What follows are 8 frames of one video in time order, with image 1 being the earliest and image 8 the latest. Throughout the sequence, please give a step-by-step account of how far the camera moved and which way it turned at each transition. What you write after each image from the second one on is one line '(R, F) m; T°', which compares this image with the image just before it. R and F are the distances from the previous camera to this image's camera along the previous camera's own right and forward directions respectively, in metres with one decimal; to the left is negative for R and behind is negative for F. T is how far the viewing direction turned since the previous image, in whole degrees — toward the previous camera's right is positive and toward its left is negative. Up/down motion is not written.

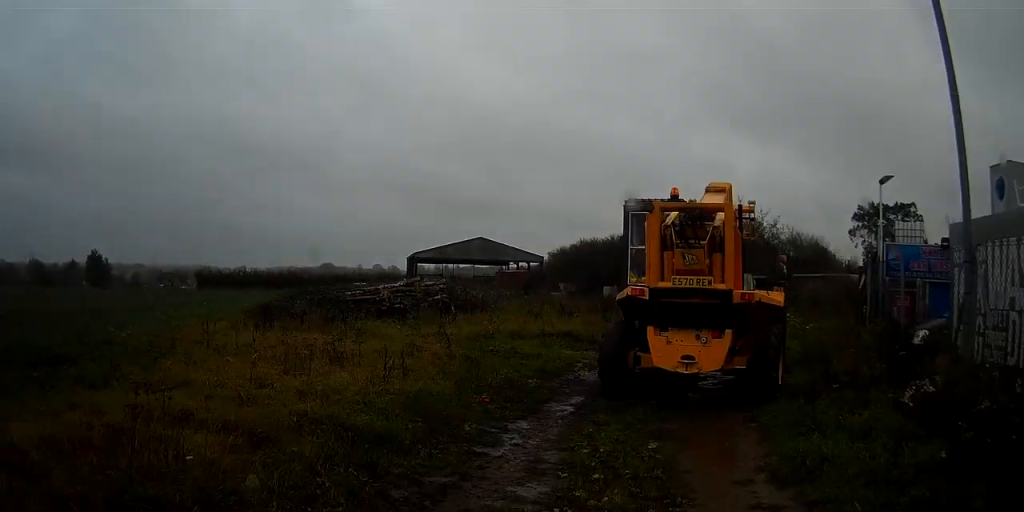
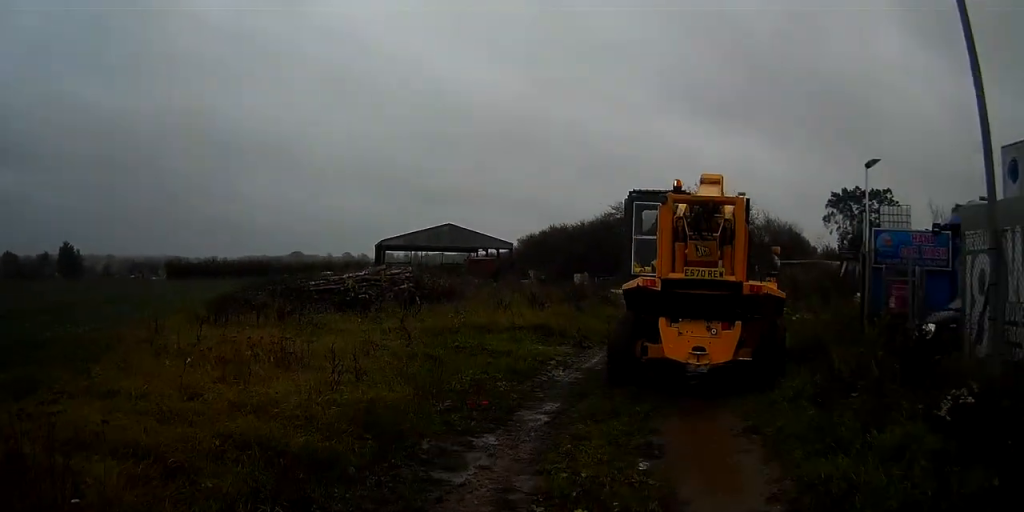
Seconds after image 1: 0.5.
(+0.1, +0.9) m; +3°
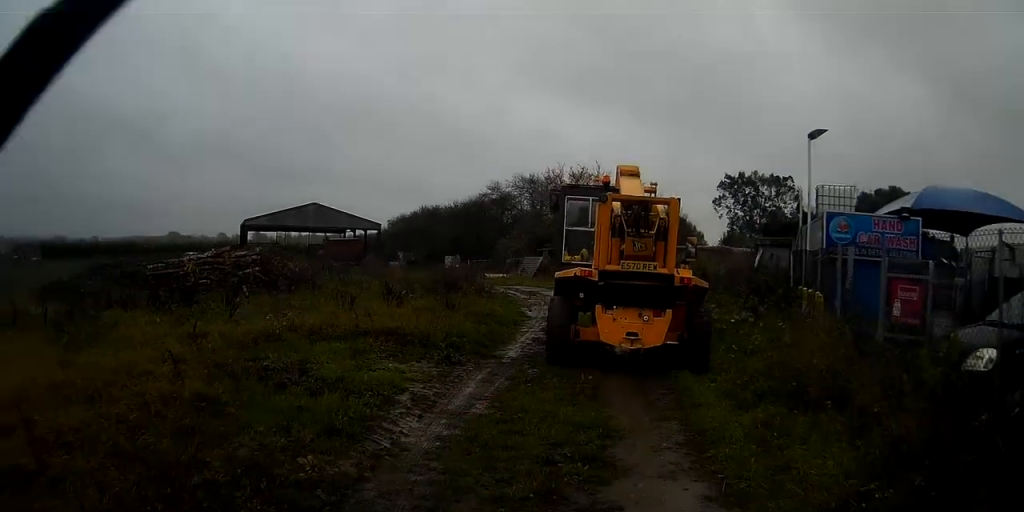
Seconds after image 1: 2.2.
(+0.3, +3.9) m; +15°
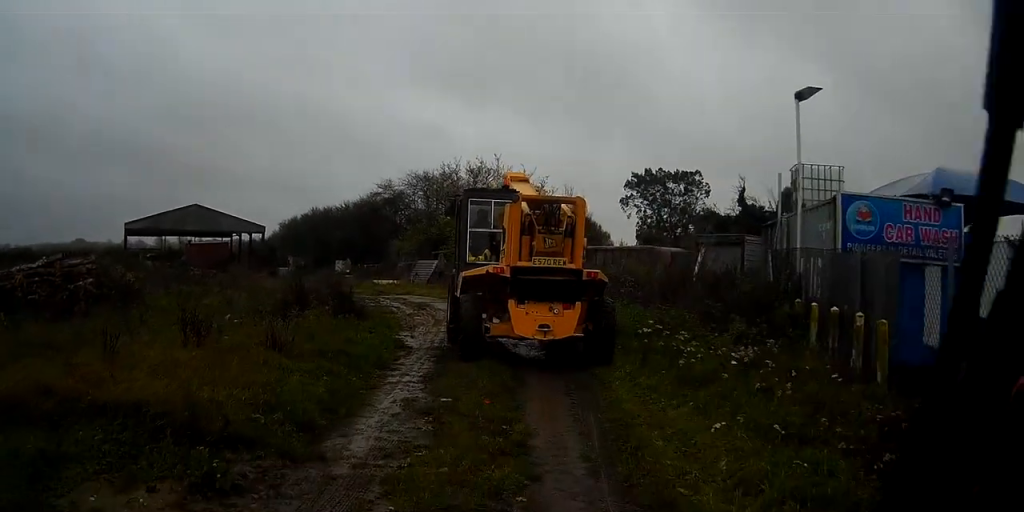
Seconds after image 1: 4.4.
(+0.2, +5.1) m; -3°
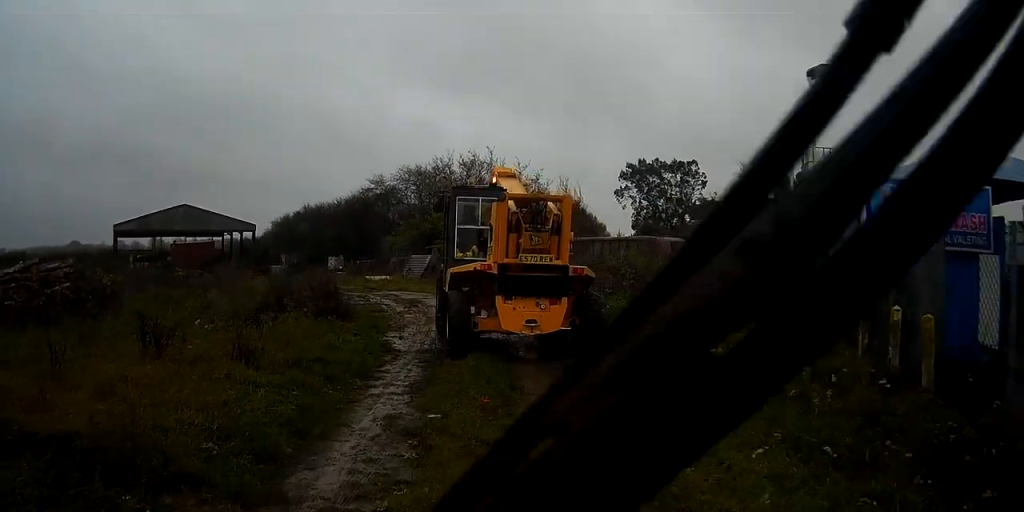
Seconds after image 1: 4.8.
(0.0, +1.0) m; +1°
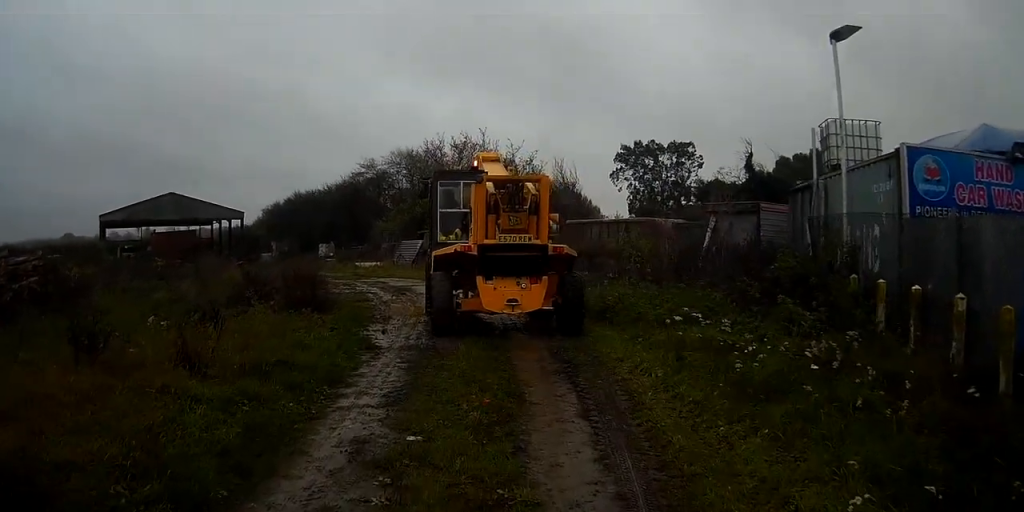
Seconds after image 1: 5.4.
(-0.1, +1.3) m; +2°
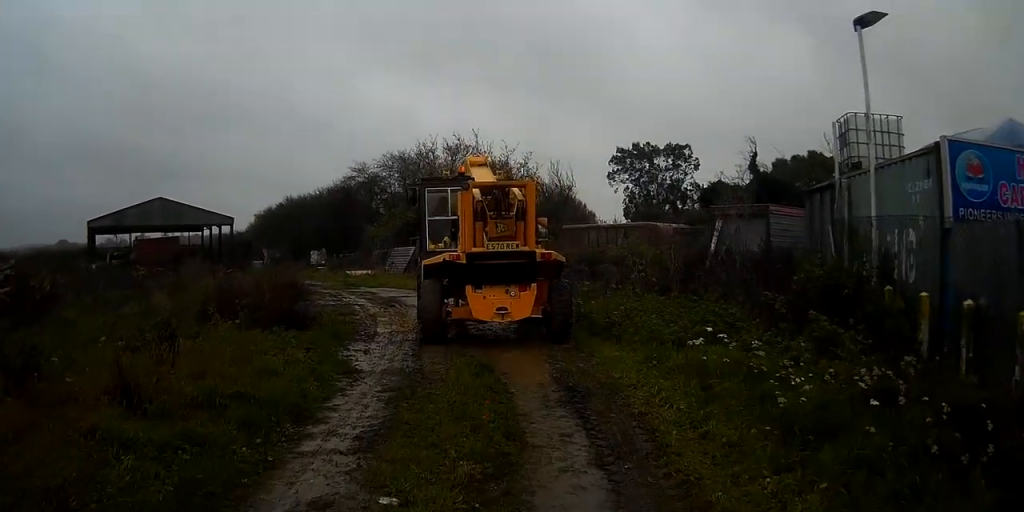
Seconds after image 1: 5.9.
(+0.1, +1.2) m; +3°
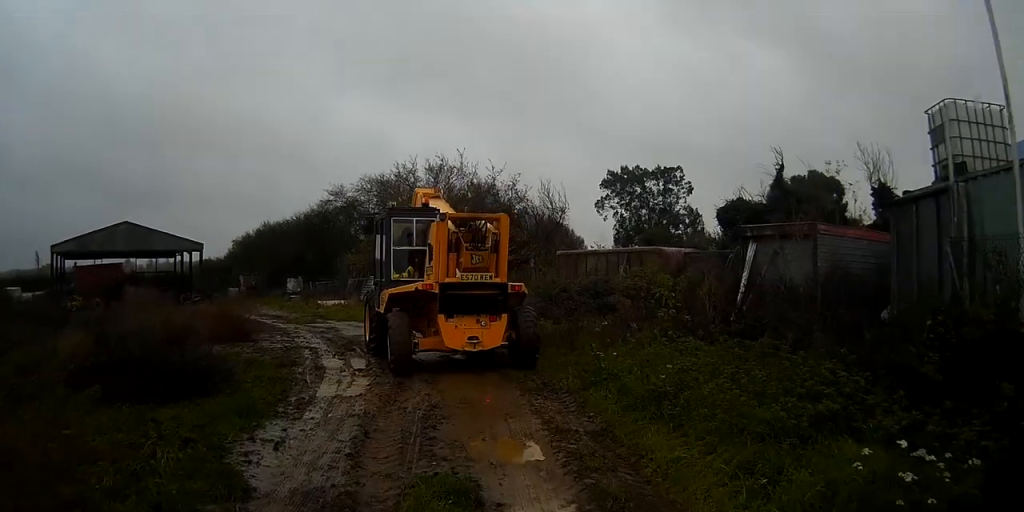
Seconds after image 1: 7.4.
(+0.3, +4.0) m; +2°
